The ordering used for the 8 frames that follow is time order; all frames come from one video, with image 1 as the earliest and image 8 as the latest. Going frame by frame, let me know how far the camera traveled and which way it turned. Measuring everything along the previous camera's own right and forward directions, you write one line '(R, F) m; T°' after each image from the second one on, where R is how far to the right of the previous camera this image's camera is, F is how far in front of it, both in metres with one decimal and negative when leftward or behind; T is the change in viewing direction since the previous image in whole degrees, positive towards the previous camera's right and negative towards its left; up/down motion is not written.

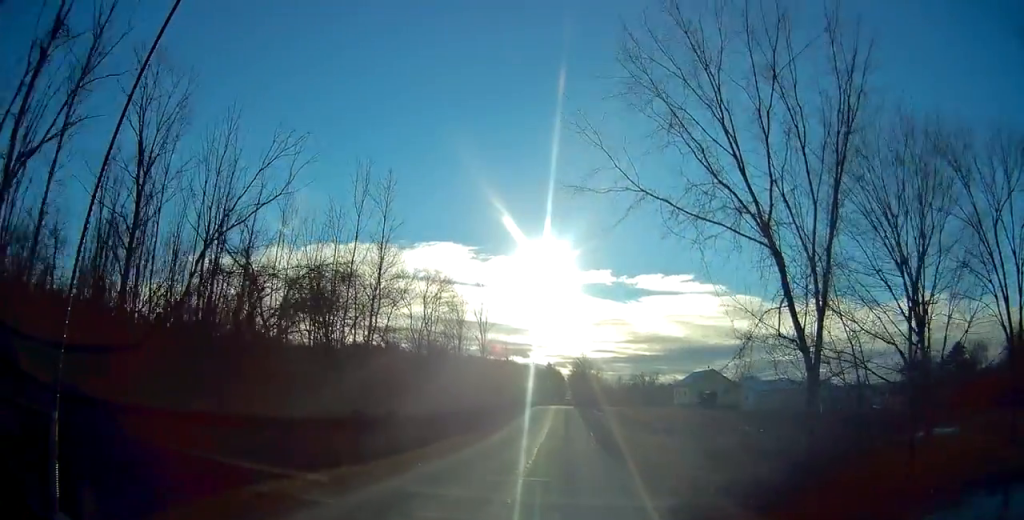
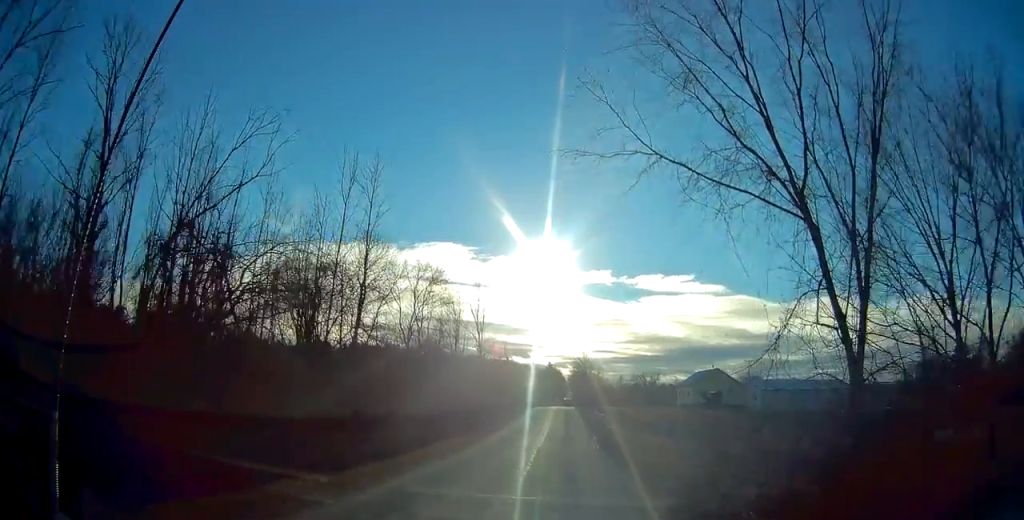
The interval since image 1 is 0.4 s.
(0.0, +2.6) m; 0°
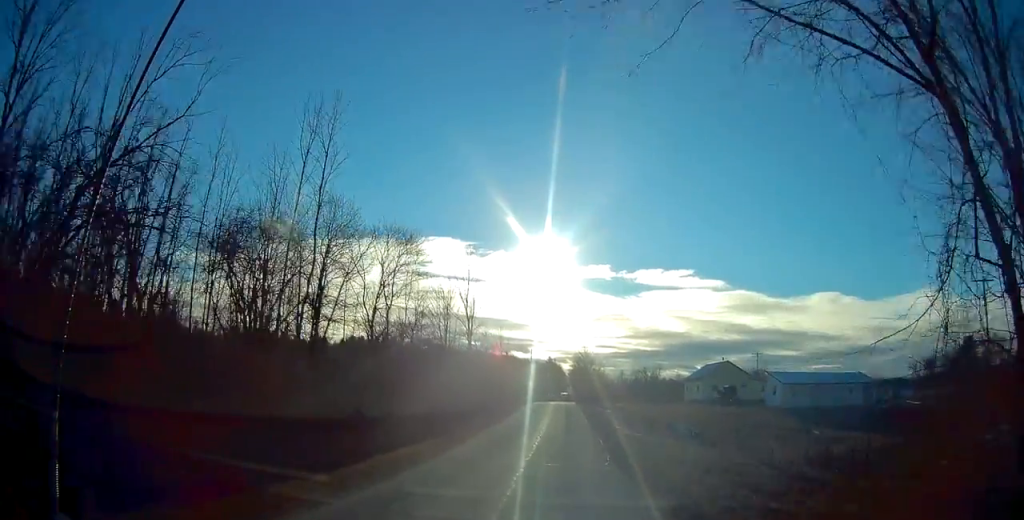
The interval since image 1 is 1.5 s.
(0.0, +6.0) m; -1°
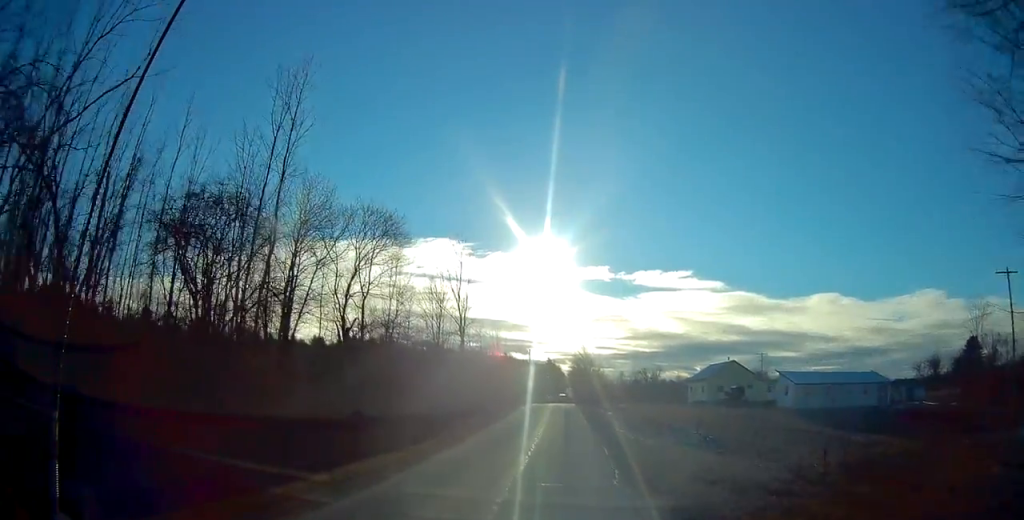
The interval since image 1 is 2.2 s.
(-0.1, +3.4) m; -2°
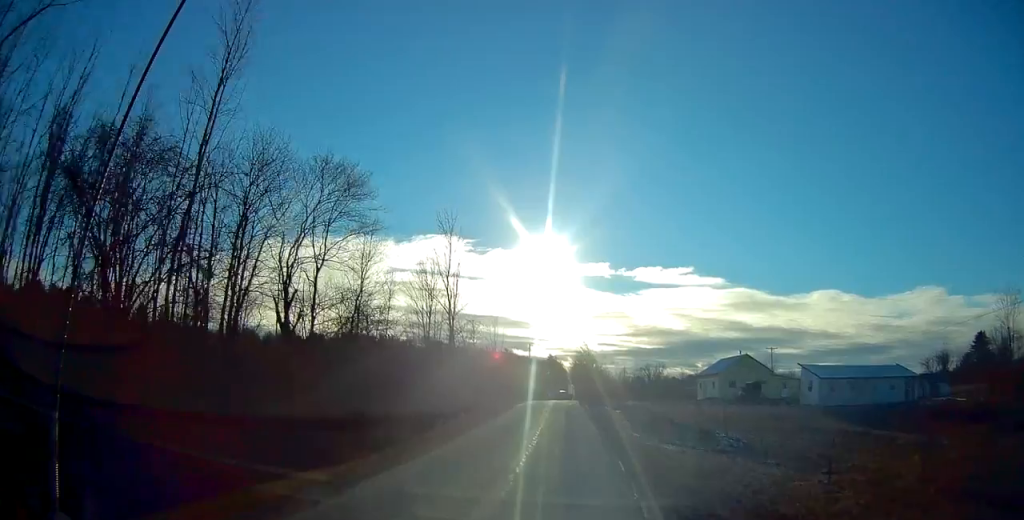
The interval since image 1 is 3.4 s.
(-0.1, +5.4) m; 0°
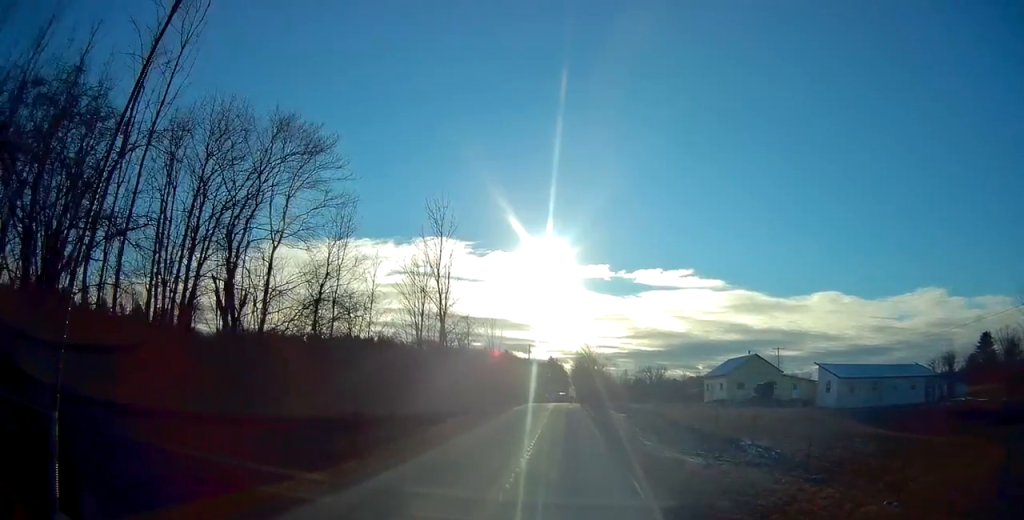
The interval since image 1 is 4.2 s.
(+0.1, +3.5) m; -2°
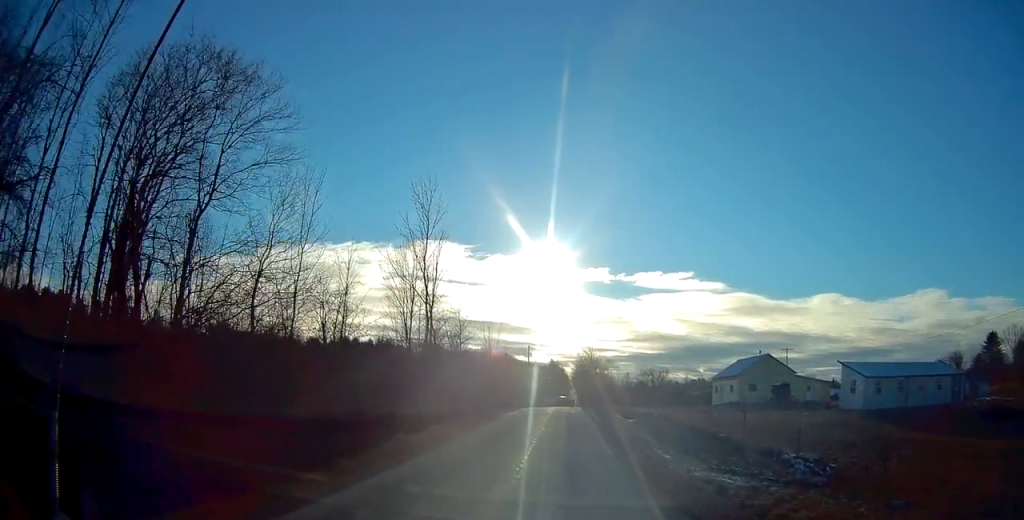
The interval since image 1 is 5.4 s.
(-0.2, +4.1) m; -1°
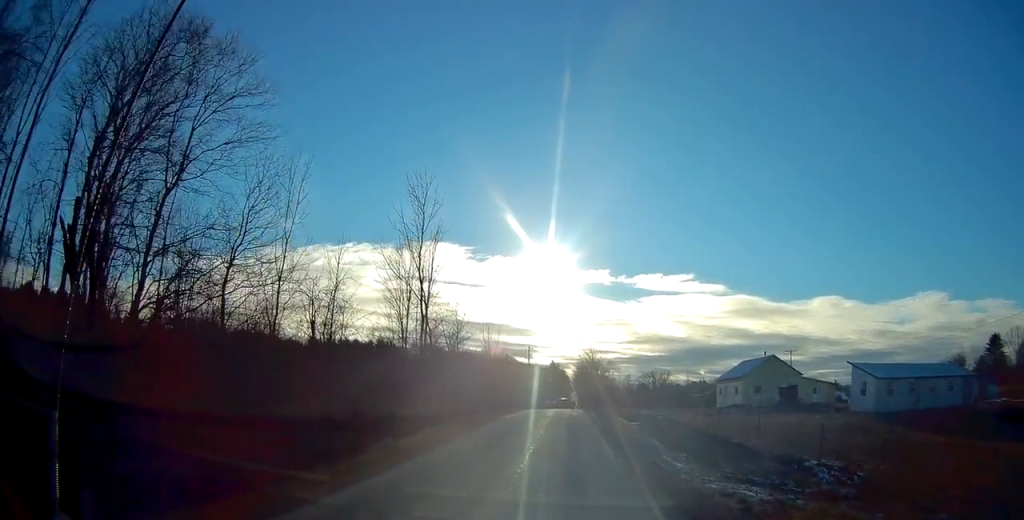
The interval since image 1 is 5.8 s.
(+0.1, +1.5) m; +1°
